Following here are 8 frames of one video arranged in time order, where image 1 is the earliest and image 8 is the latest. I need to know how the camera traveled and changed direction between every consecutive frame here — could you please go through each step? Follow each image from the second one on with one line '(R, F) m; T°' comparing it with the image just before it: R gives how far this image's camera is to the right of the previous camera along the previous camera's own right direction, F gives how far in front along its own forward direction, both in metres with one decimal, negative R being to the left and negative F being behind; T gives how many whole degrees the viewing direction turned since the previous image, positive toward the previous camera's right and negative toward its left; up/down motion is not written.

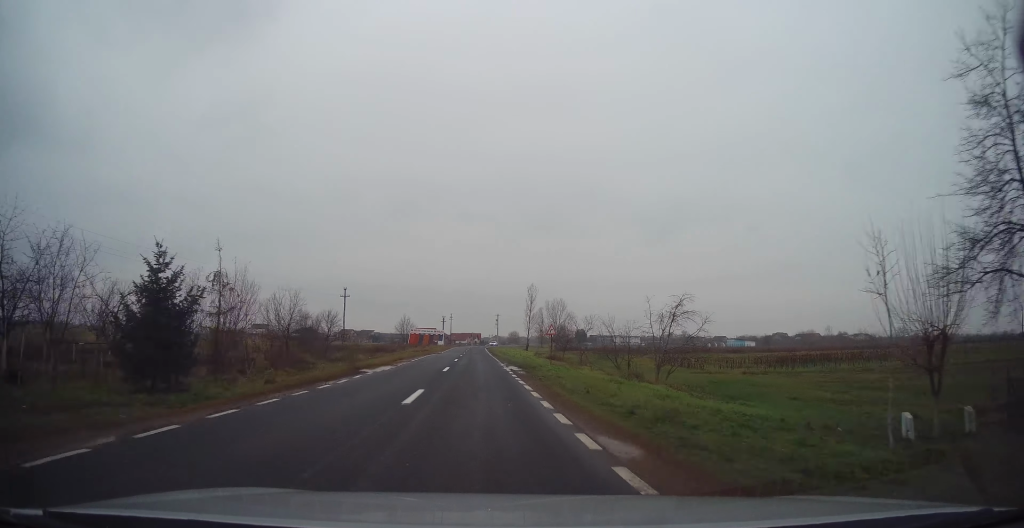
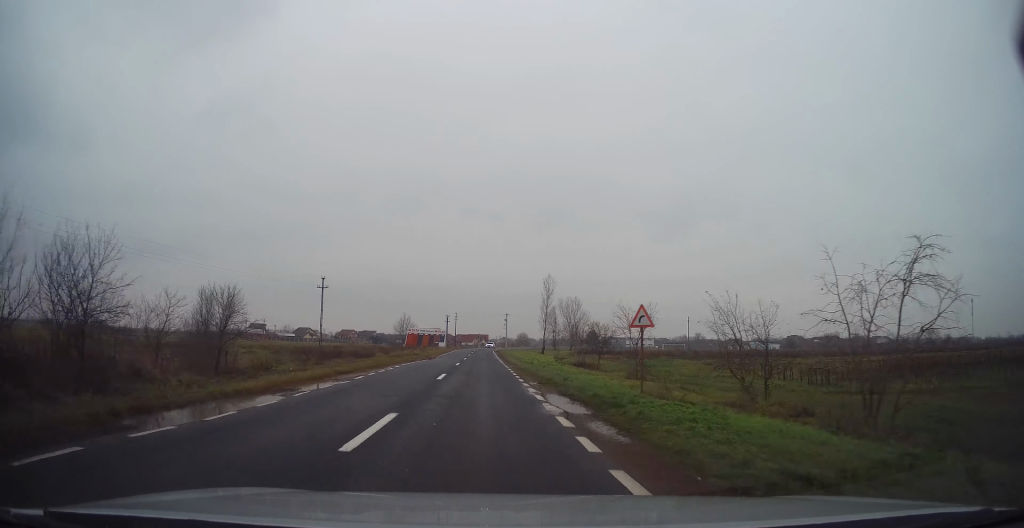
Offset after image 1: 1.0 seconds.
(0.0, +16.1) m; 0°
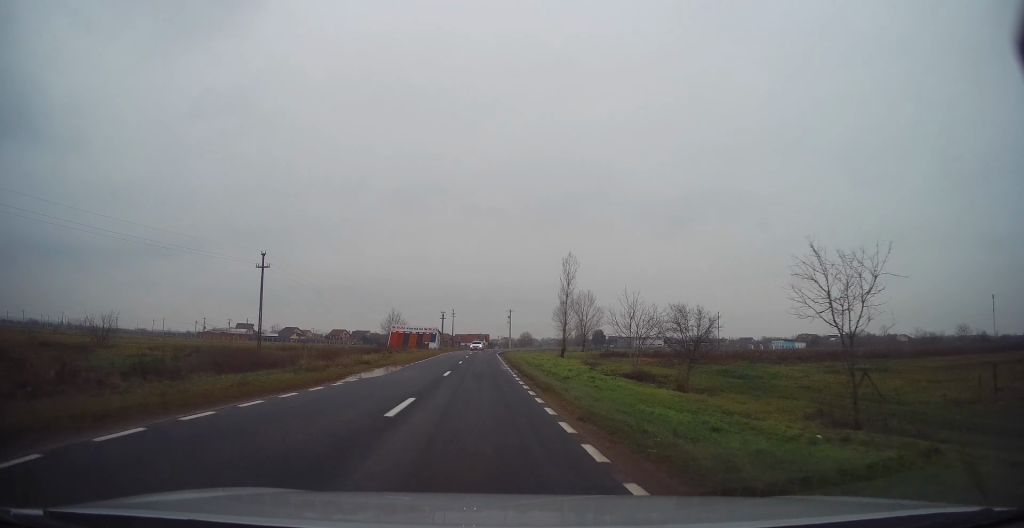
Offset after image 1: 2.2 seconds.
(0.0, +21.1) m; 0°
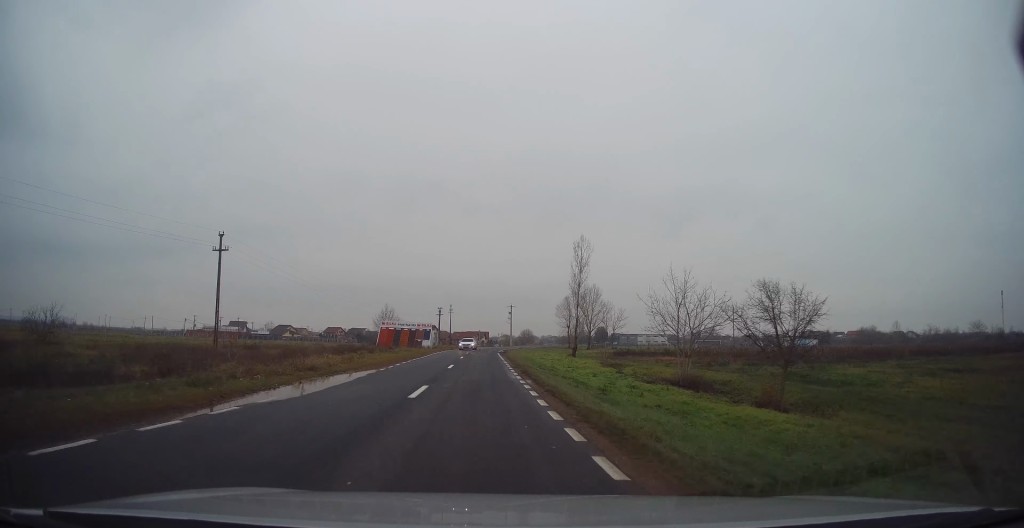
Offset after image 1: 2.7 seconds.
(0.0, +8.8) m; -1°
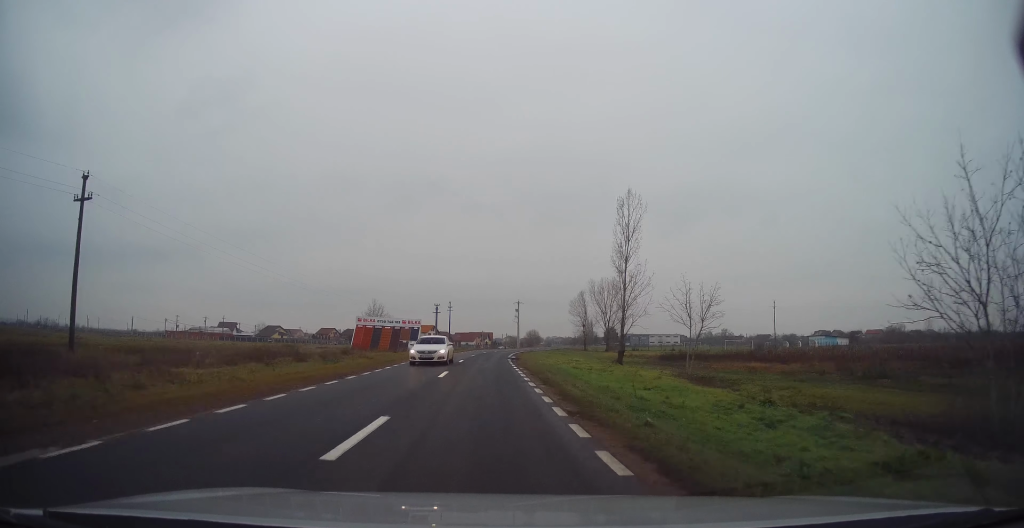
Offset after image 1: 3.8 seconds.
(-0.3, +18.5) m; 0°
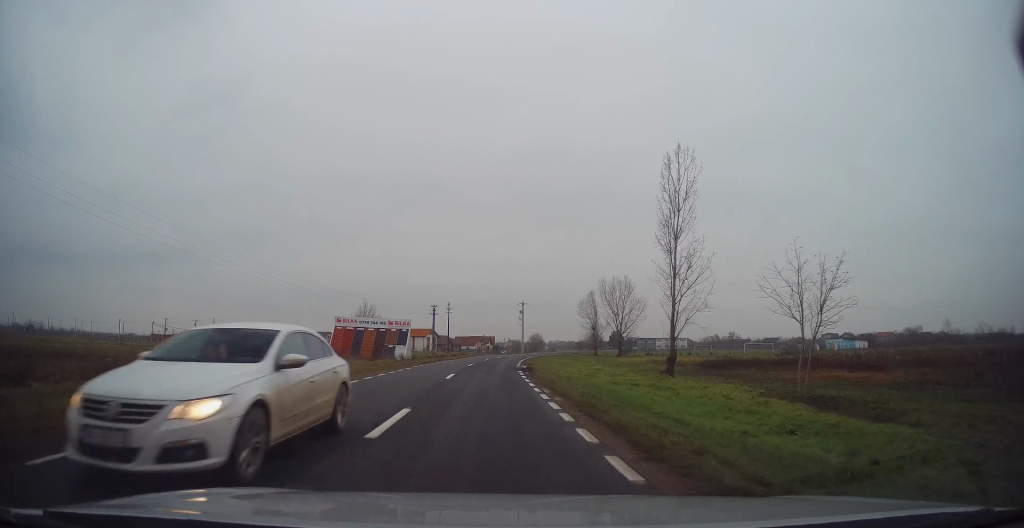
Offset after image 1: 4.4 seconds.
(+0.1, +10.1) m; +1°
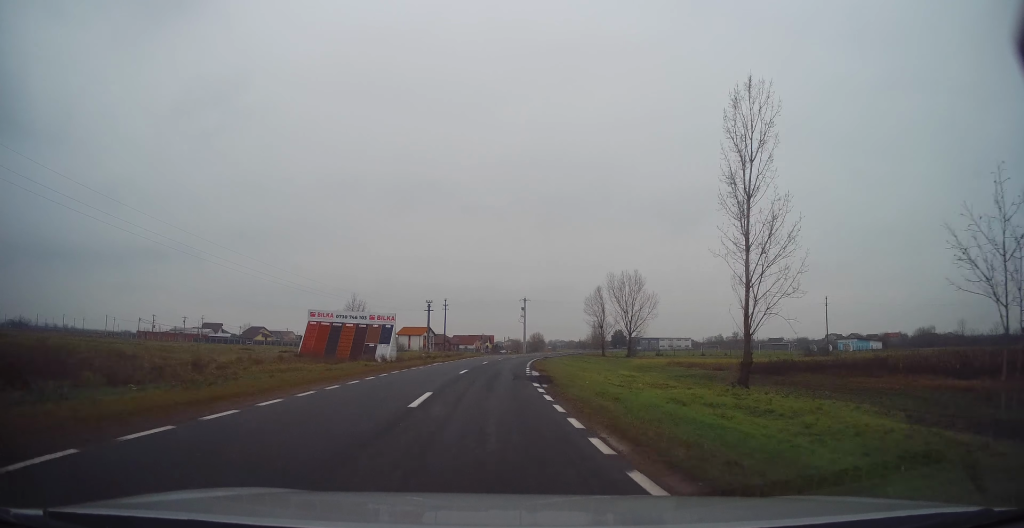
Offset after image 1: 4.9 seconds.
(+0.1, +8.7) m; +1°
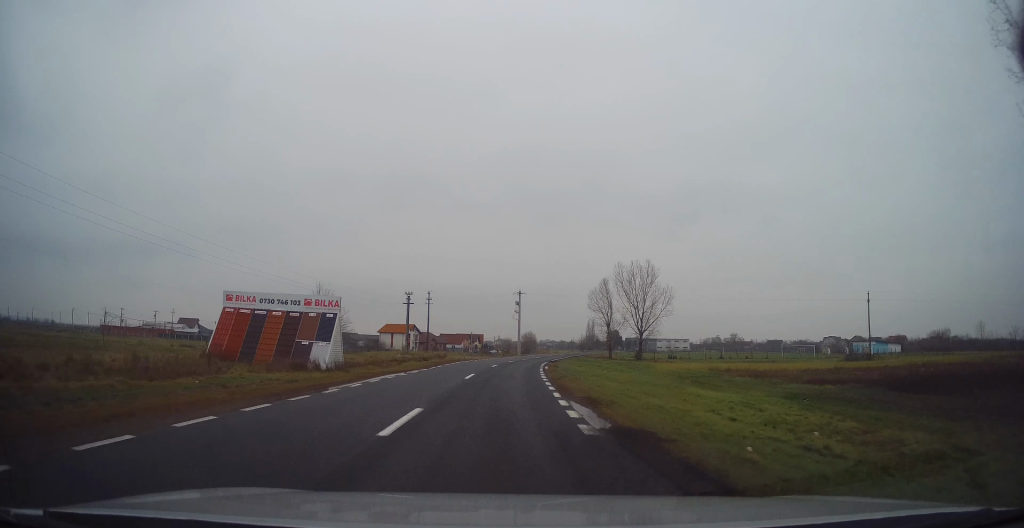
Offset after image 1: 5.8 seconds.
(+0.1, +14.9) m; +1°
